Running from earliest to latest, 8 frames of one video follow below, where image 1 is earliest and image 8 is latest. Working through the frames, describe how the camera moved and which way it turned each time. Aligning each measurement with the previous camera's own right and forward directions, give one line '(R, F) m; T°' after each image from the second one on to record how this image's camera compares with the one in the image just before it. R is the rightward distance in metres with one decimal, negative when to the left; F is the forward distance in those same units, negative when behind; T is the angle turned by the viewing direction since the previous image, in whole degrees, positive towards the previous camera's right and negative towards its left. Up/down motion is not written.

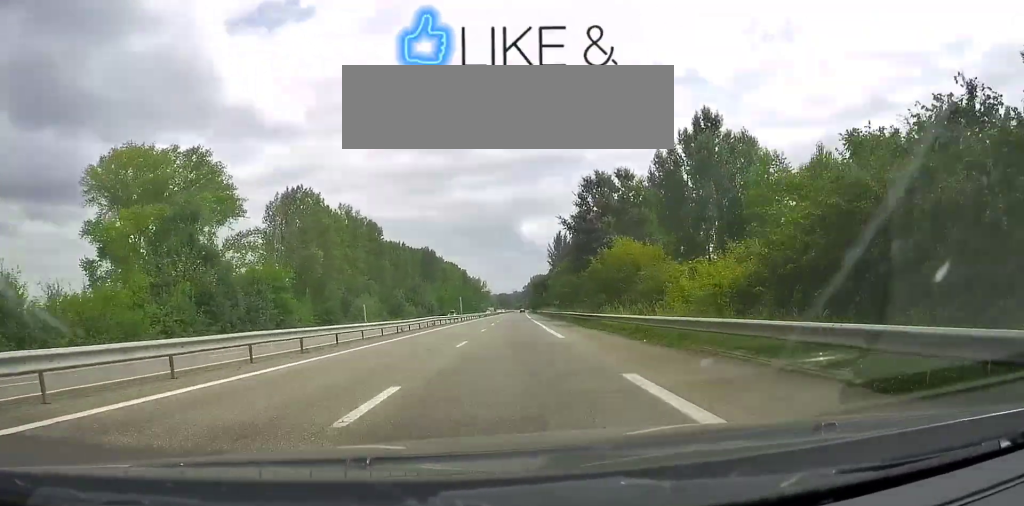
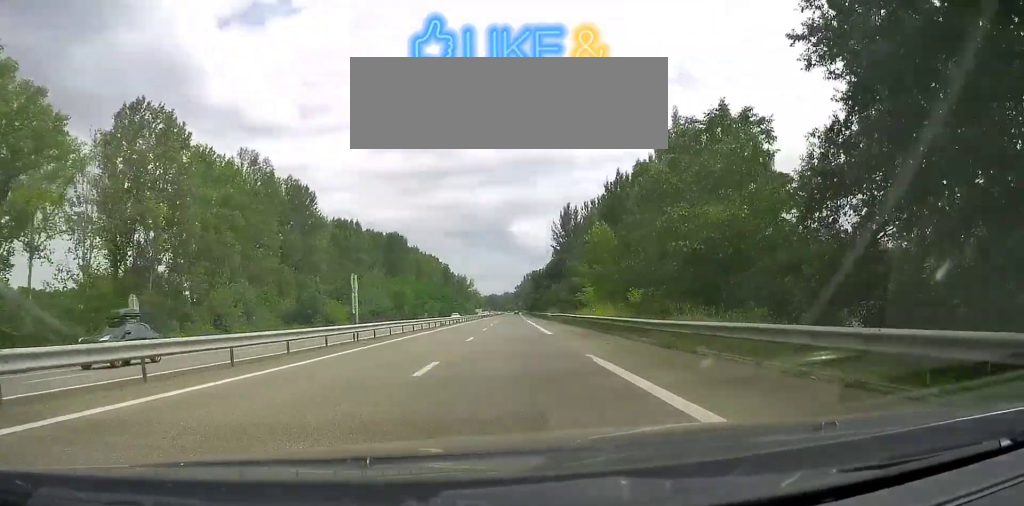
(-0.2, +49.3) m; -1°
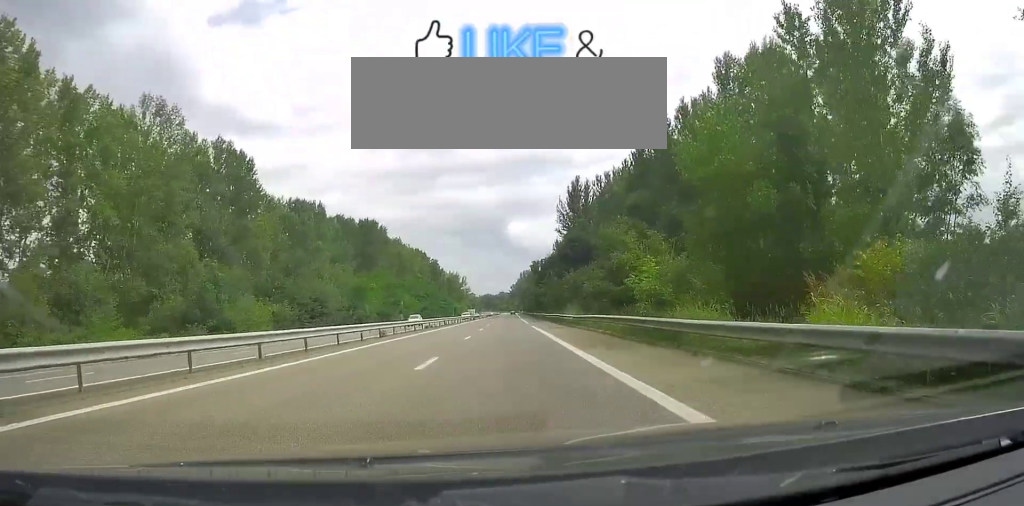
(-0.2, +25.9) m; +1°
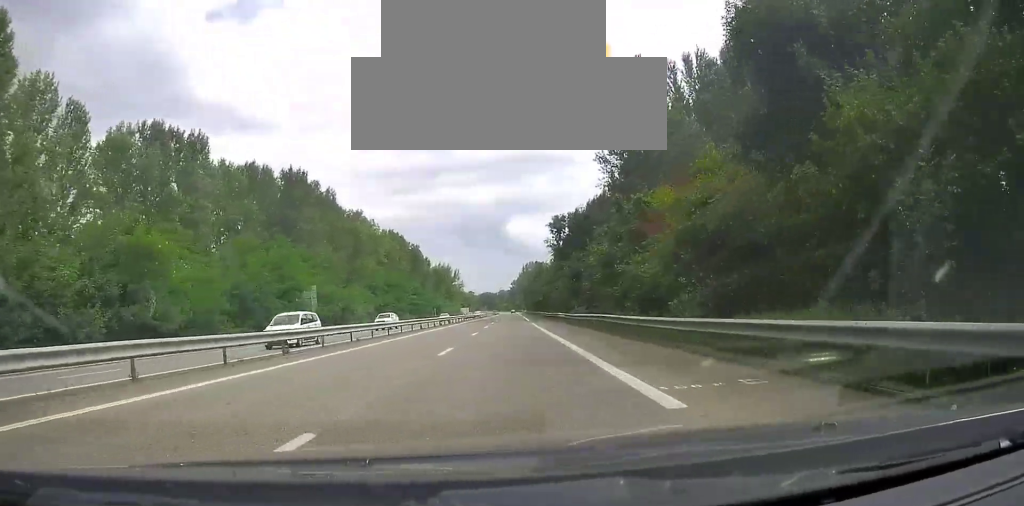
(+1.4, +50.7) m; +1°
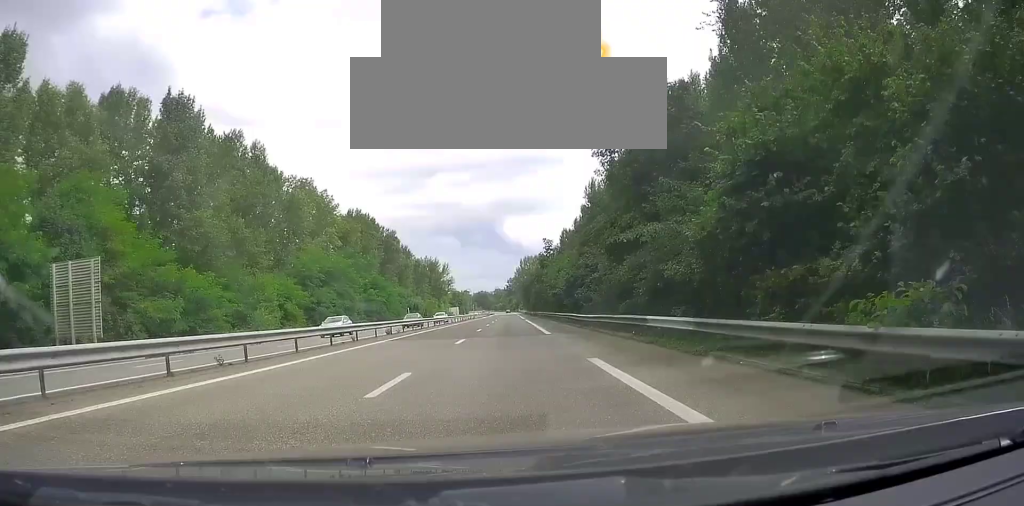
(-0.7, +35.0) m; -1°
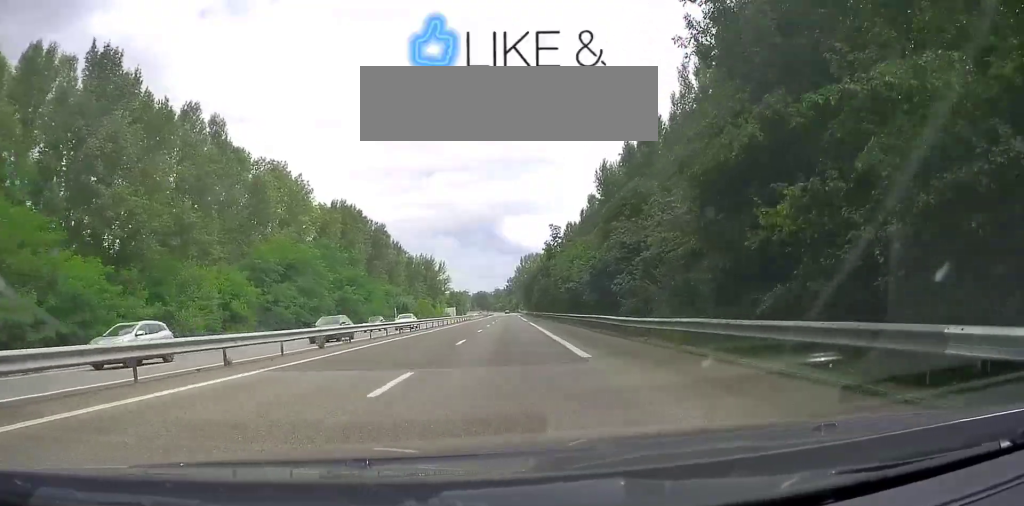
(+0.1, +13.4) m; +1°
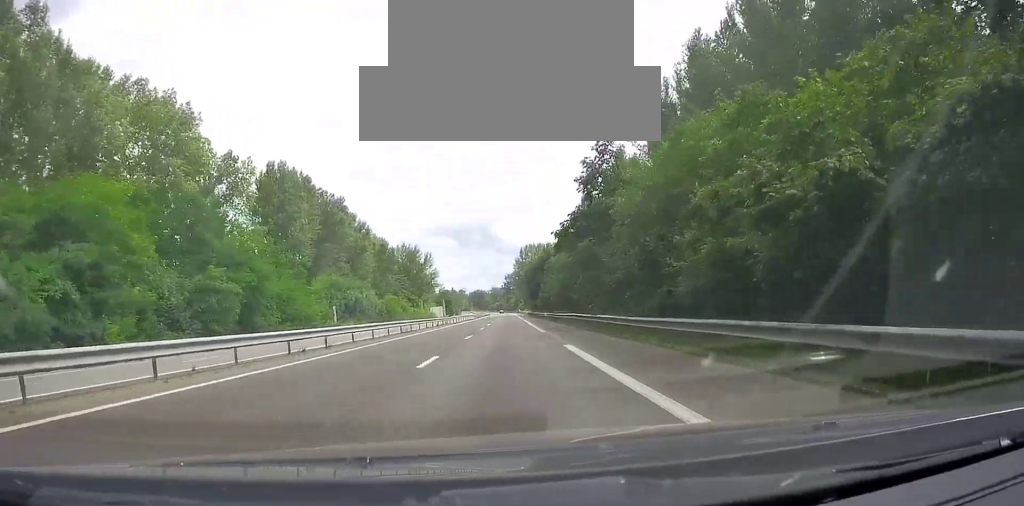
(+0.5, +35.4) m; +1°
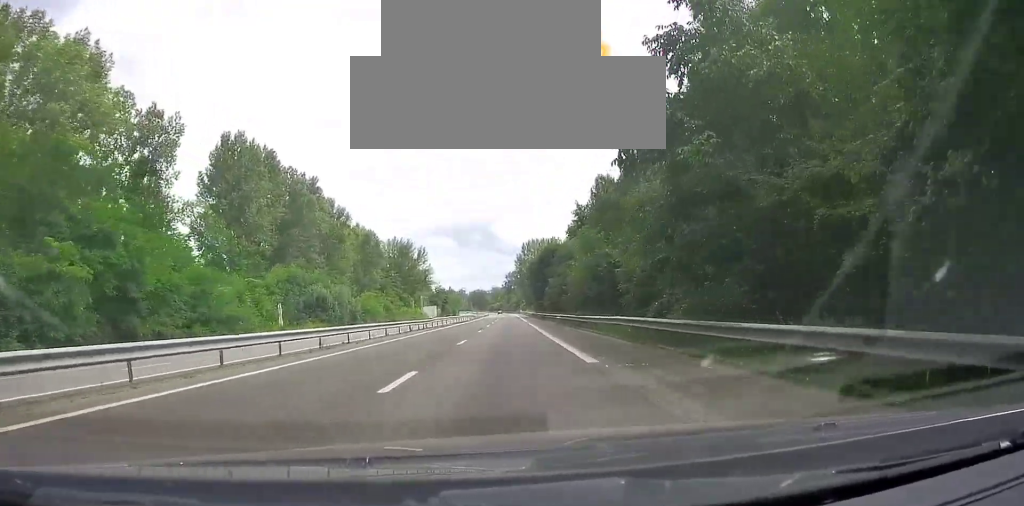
(+0.1, +16.8) m; 0°
